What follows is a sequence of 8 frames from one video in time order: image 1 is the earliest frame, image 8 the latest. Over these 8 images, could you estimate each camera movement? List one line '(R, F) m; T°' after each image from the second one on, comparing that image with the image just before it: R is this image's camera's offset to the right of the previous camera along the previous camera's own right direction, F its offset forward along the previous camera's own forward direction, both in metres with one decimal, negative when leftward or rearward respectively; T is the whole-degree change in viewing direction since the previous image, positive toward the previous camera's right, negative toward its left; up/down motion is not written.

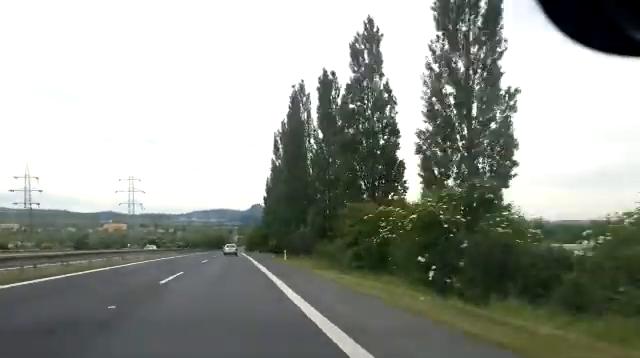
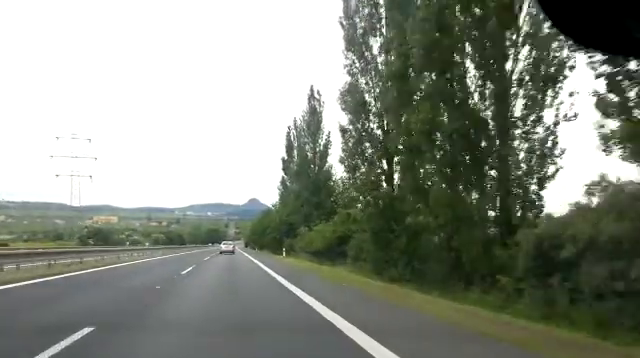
(-0.3, +48.8) m; -1°
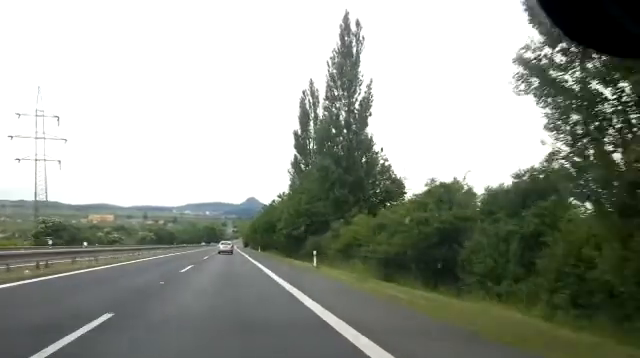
(-0.2, +16.2) m; 0°
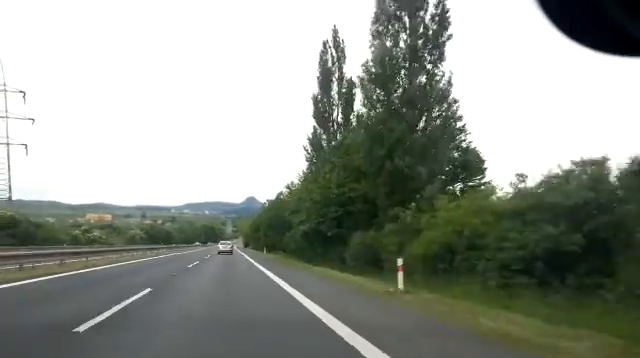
(+0.2, +13.0) m; 0°
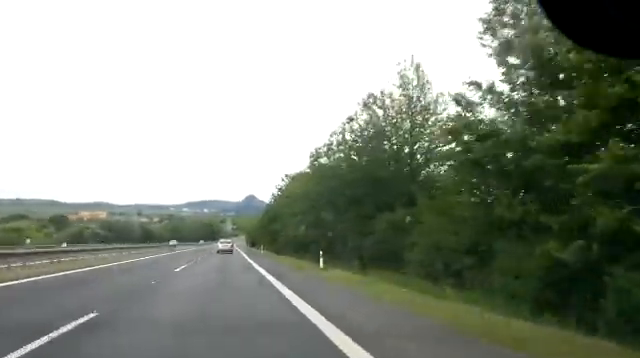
(-0.2, +39.4) m; -1°
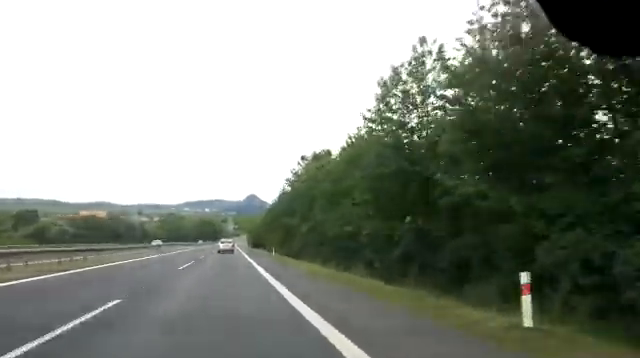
(-0.4, +15.7) m; +1°
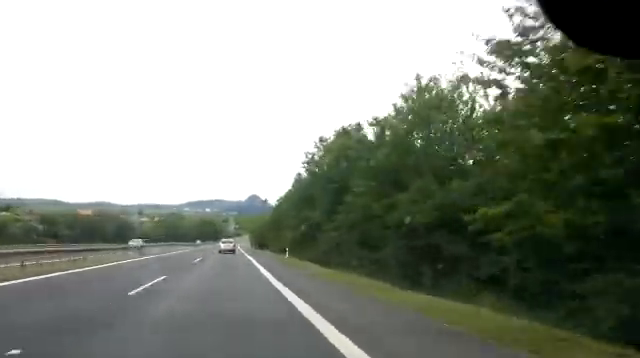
(+0.3, +10.8) m; +1°
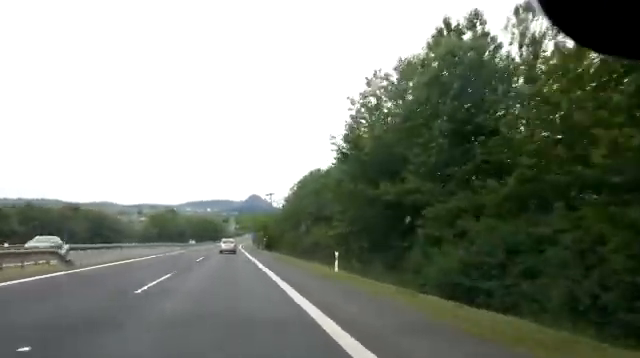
(+0.4, +17.5) m; +1°
